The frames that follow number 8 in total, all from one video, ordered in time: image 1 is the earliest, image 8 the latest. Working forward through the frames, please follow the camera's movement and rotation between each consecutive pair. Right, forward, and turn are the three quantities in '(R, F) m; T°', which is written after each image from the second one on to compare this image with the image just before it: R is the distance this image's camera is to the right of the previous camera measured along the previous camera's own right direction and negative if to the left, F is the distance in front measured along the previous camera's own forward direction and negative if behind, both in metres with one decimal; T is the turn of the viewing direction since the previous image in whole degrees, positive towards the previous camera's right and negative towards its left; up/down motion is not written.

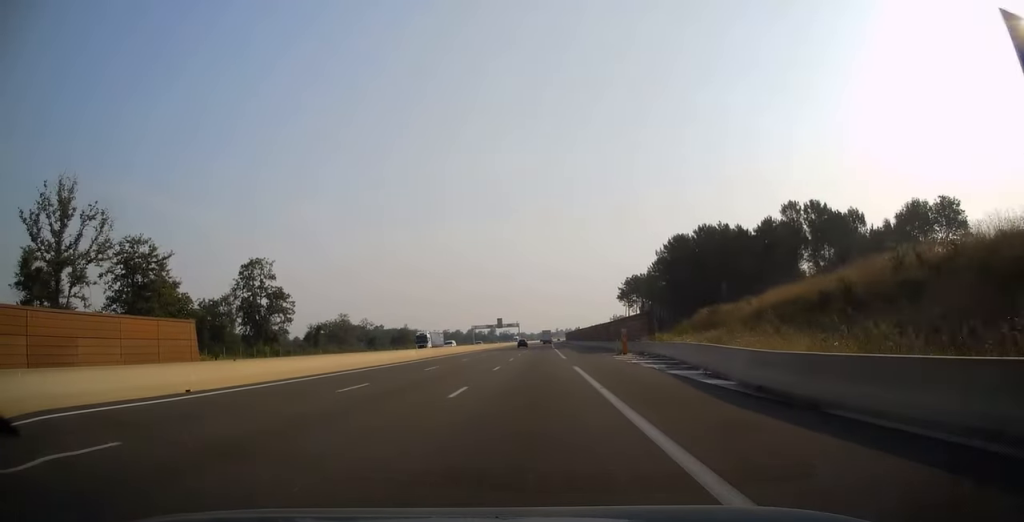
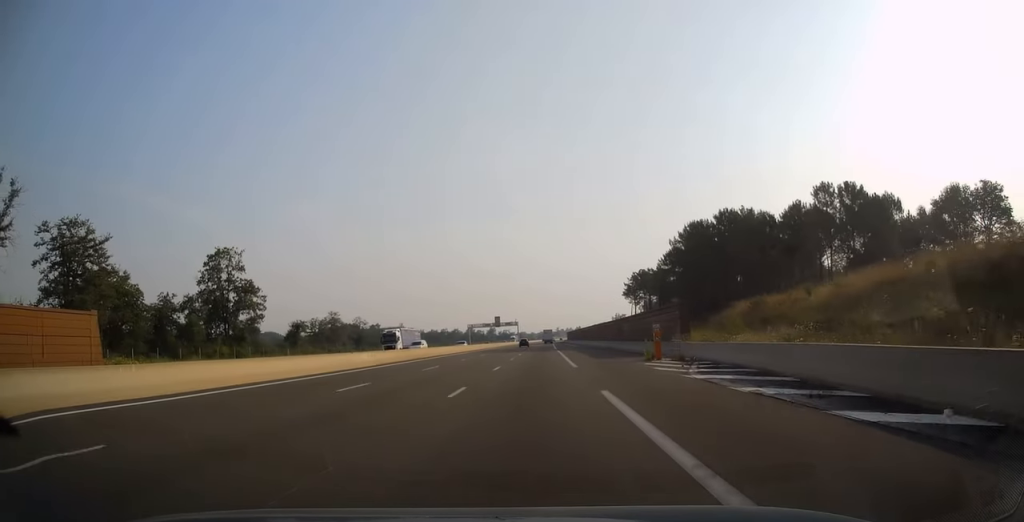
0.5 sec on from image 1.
(-0.1, +13.3) m; 0°
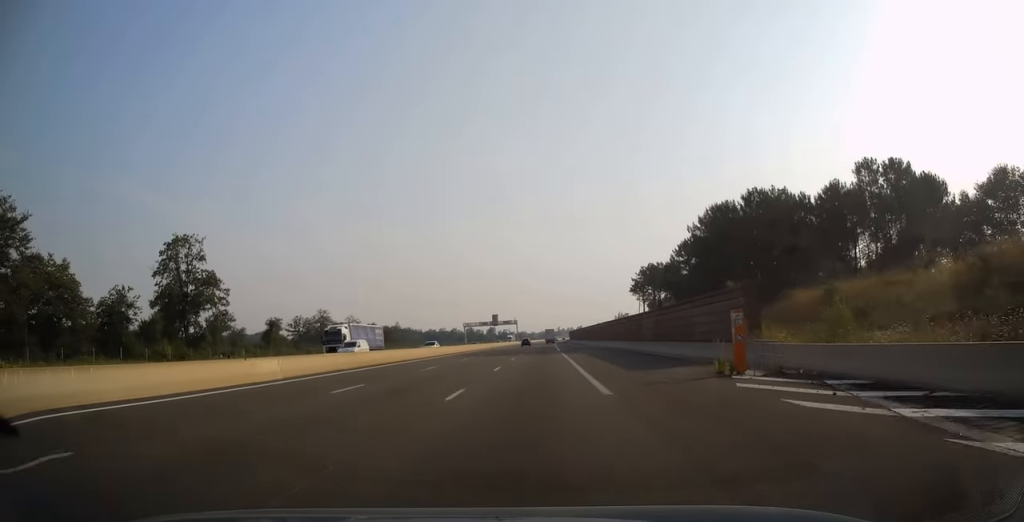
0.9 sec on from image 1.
(0.0, +13.8) m; 0°
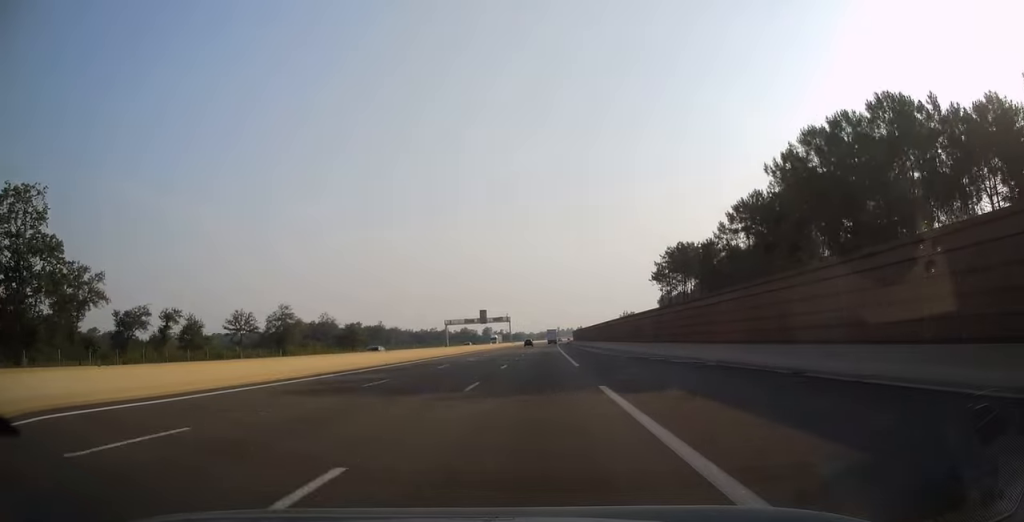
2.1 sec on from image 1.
(+0.1, +36.6) m; 0°
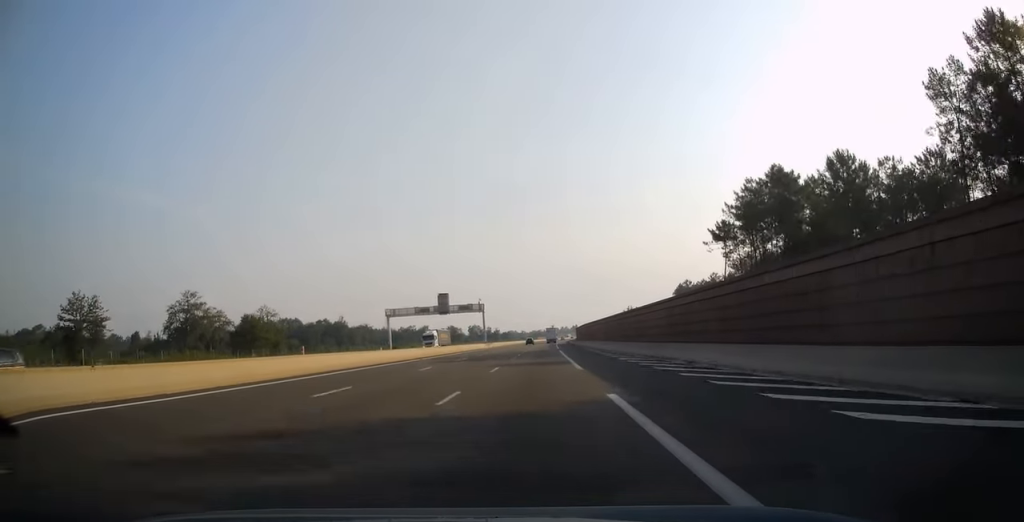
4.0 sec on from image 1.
(+0.2, +56.2) m; +1°
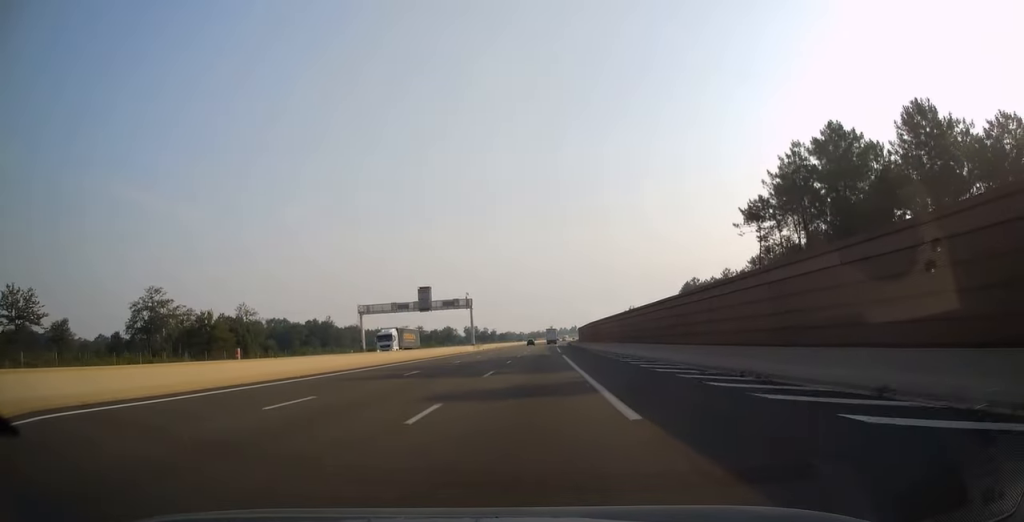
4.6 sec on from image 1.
(0.0, +15.7) m; 0°
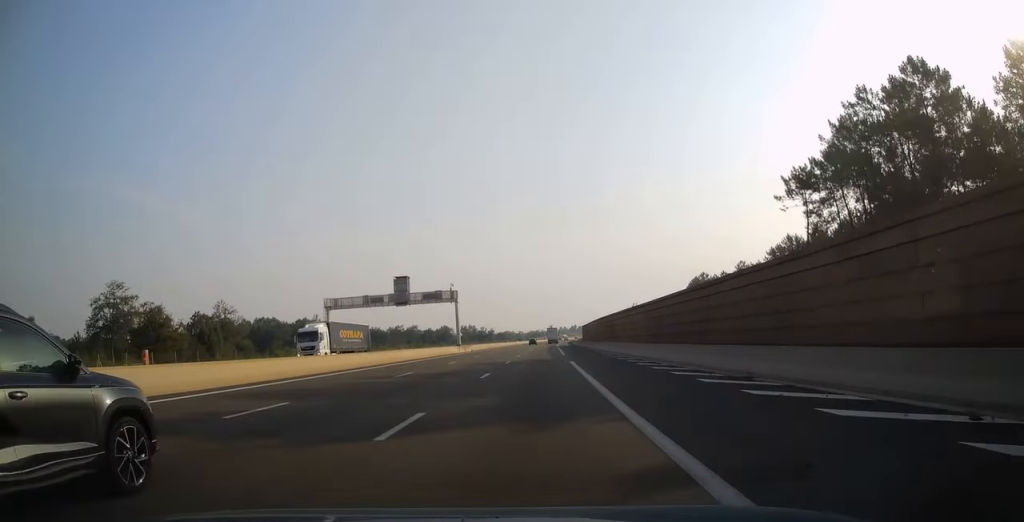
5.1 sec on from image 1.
(+0.1, +14.7) m; 0°
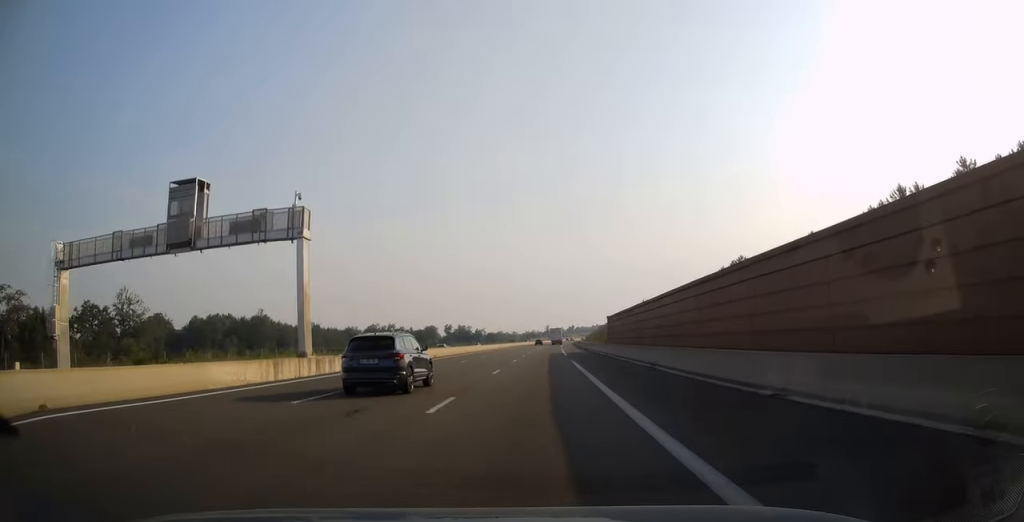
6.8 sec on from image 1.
(+0.4, +48.9) m; 0°
